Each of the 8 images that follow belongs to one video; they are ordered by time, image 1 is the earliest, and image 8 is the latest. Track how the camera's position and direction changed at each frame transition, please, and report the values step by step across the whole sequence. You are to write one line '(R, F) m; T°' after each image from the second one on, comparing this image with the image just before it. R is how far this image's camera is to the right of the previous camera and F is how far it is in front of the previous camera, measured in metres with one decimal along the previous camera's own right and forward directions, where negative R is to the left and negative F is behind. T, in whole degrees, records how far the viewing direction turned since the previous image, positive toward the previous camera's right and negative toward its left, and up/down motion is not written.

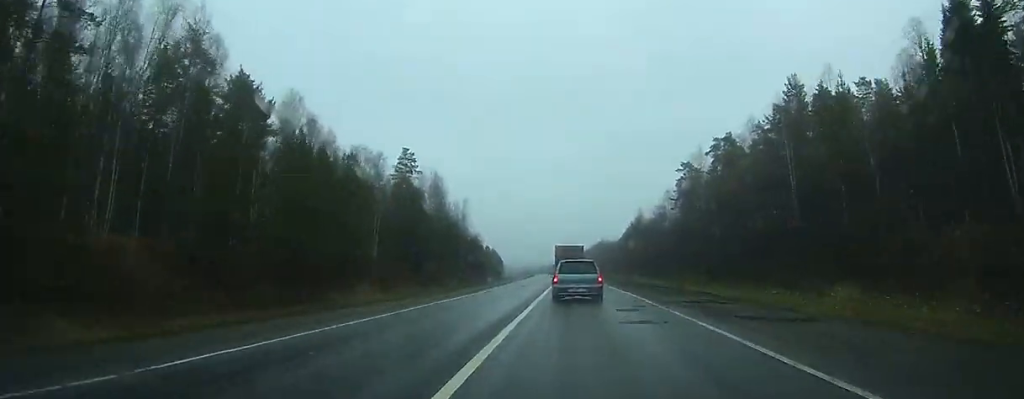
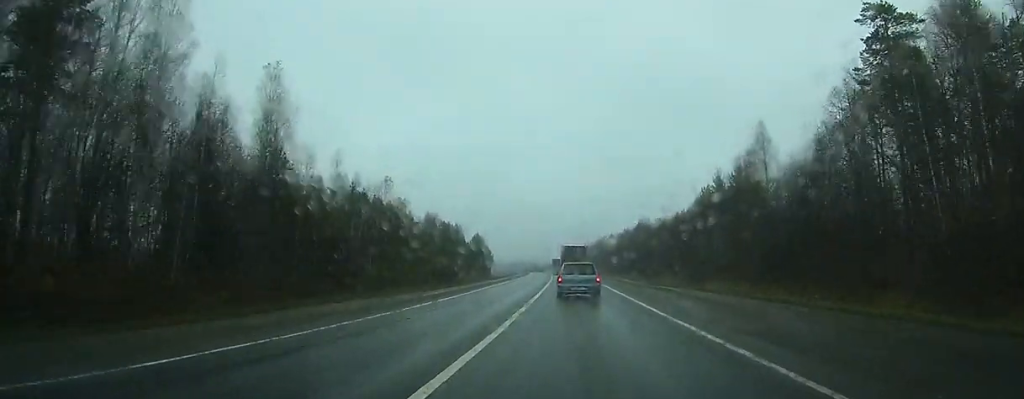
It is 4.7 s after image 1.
(-1.9, +96.6) m; -3°
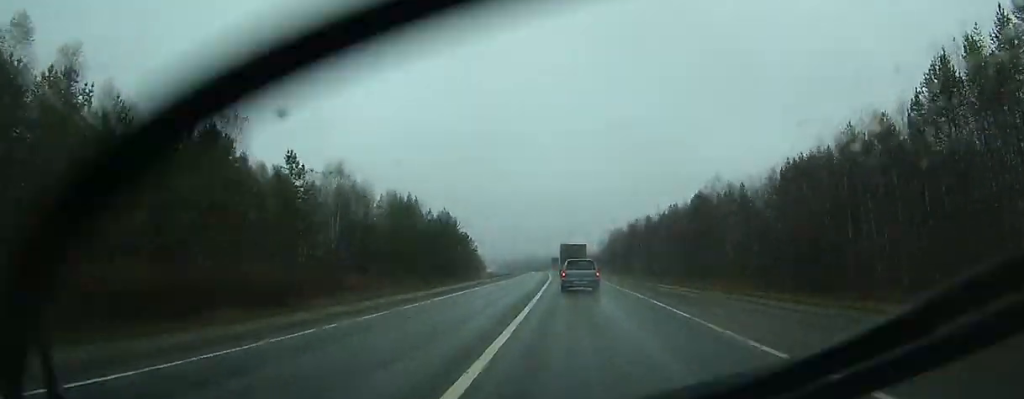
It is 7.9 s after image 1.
(-1.1, +69.6) m; -1°
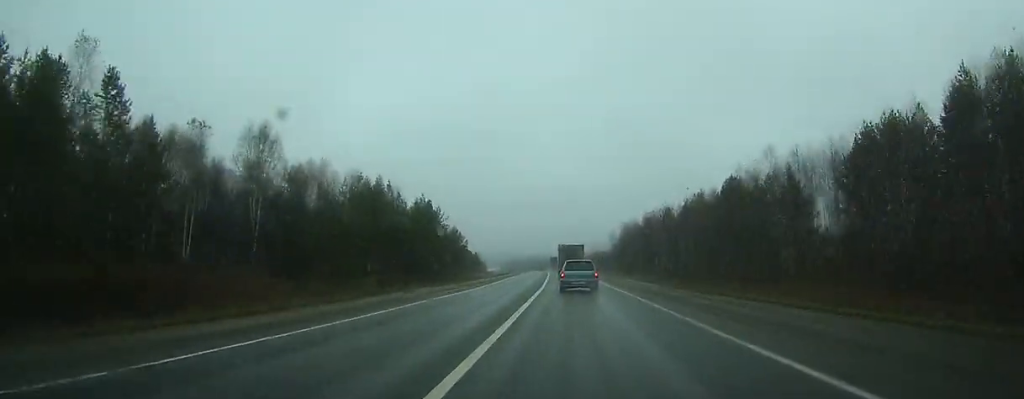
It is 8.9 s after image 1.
(-0.1, +21.5) m; 0°
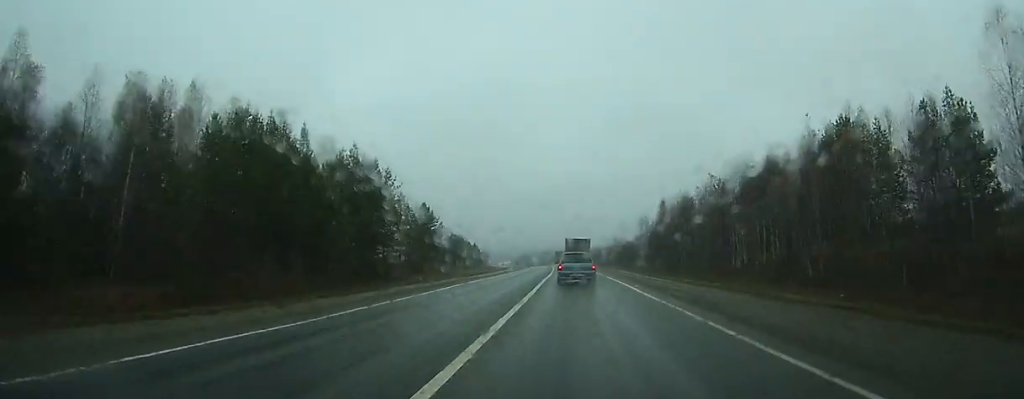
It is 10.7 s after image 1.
(0.0, +37.4) m; 0°
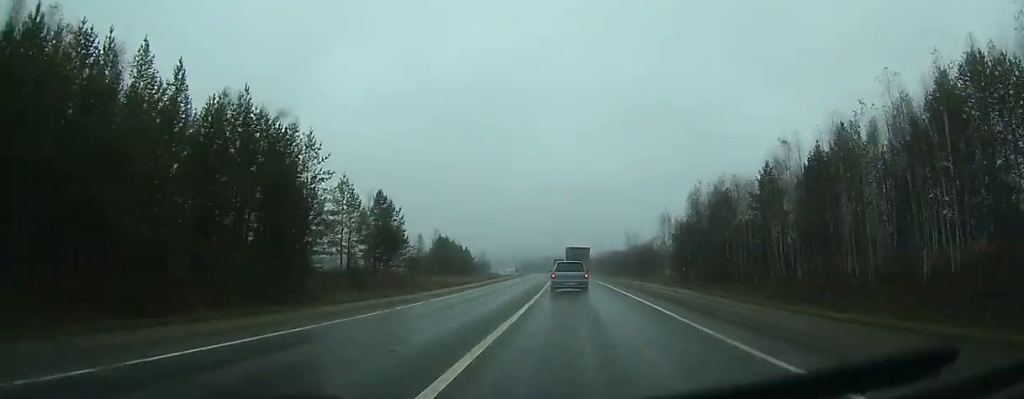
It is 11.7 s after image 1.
(-0.2, +23.1) m; 0°
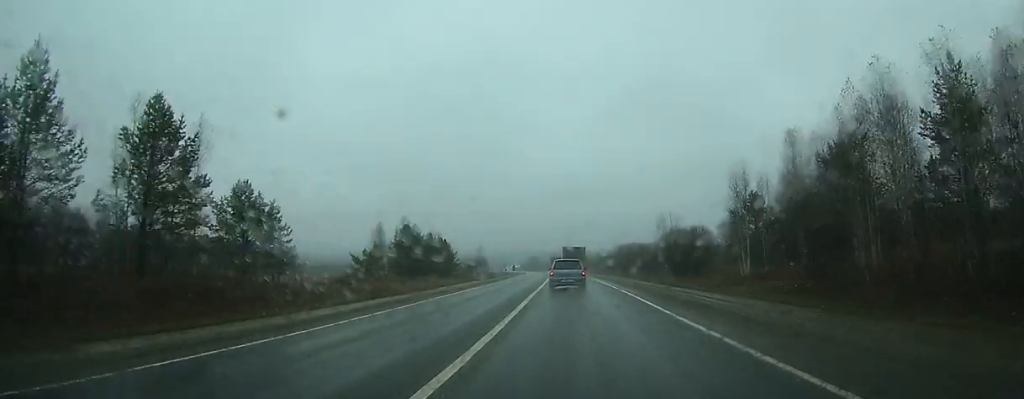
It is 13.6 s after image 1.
(-0.3, +40.5) m; -1°
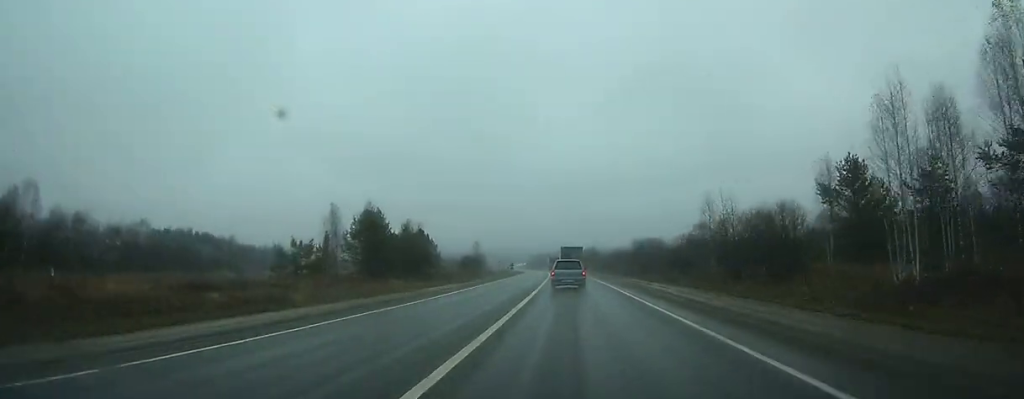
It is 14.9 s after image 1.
(-0.1, +27.6) m; -1°
